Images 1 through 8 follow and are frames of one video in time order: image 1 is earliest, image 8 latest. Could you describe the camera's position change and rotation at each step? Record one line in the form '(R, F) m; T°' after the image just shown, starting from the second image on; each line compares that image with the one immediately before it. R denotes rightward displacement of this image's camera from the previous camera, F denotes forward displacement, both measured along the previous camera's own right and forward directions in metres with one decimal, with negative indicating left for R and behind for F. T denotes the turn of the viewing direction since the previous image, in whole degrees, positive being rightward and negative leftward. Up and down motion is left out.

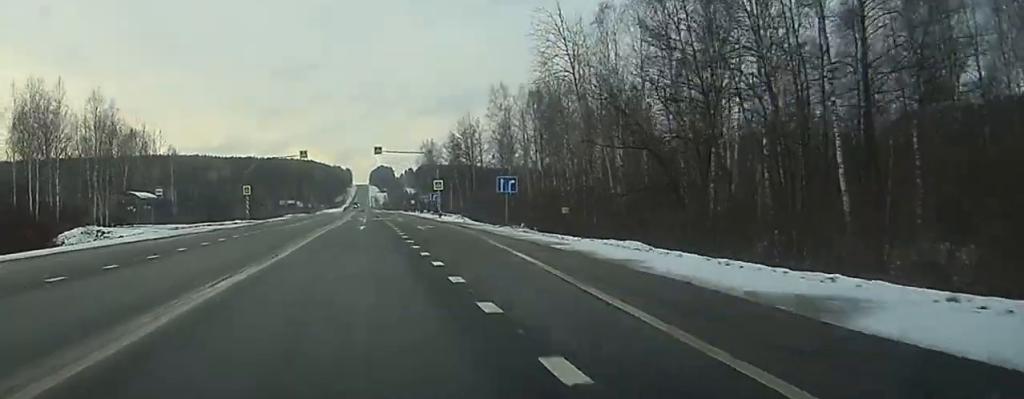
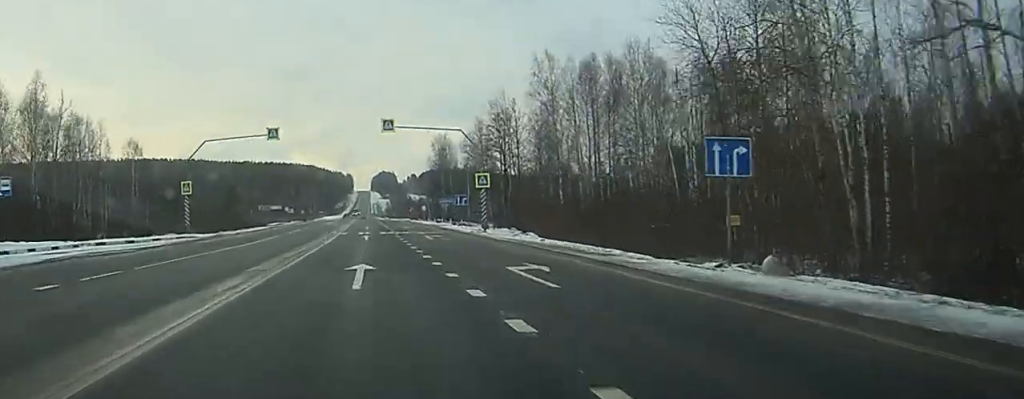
(0.0, +30.5) m; 0°
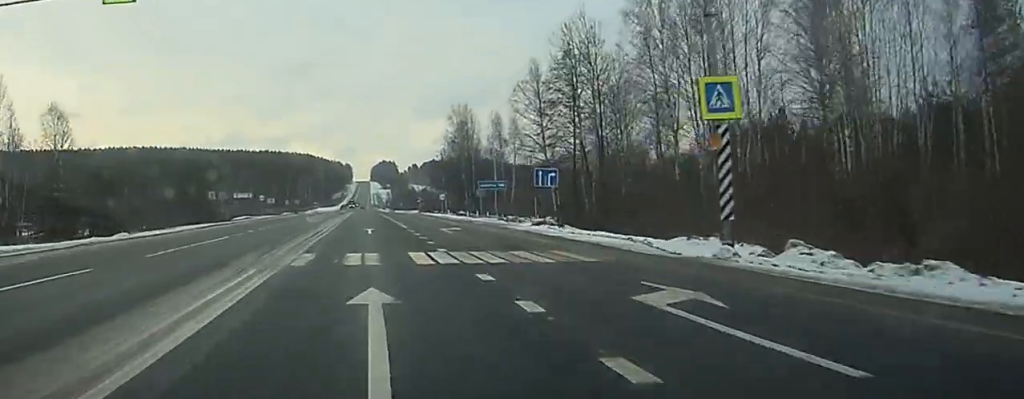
(0.0, +45.5) m; 0°
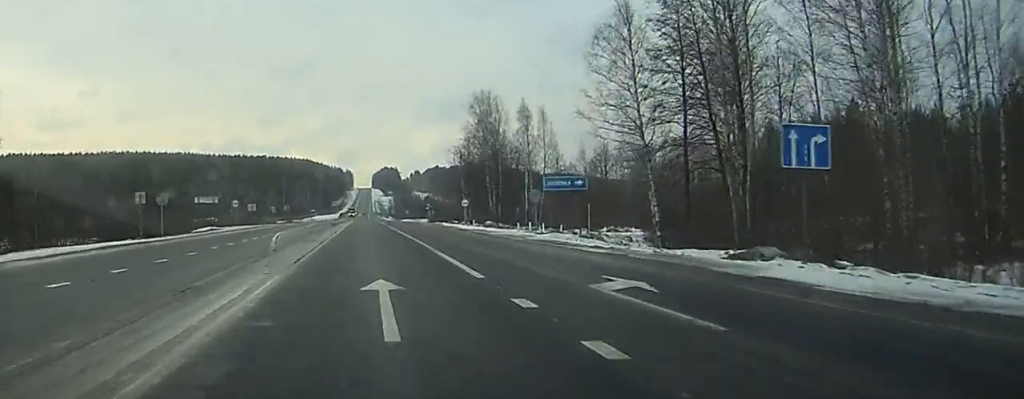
(0.0, +32.8) m; 0°
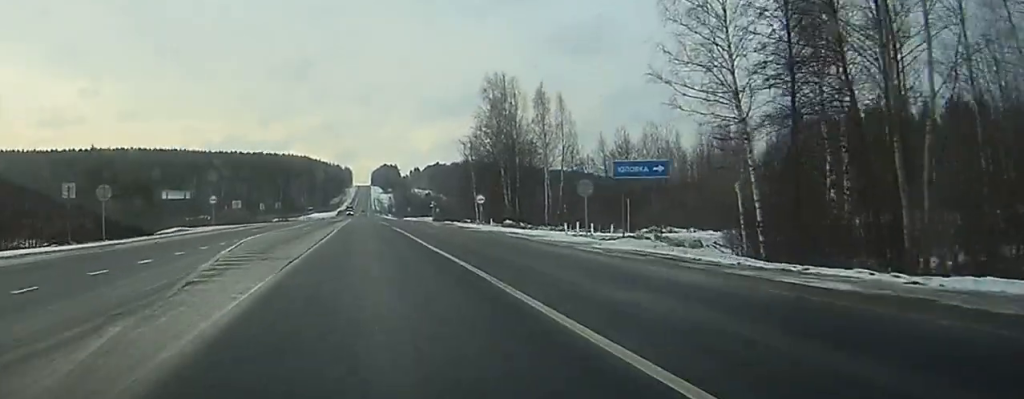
(0.0, +15.4) m; 0°
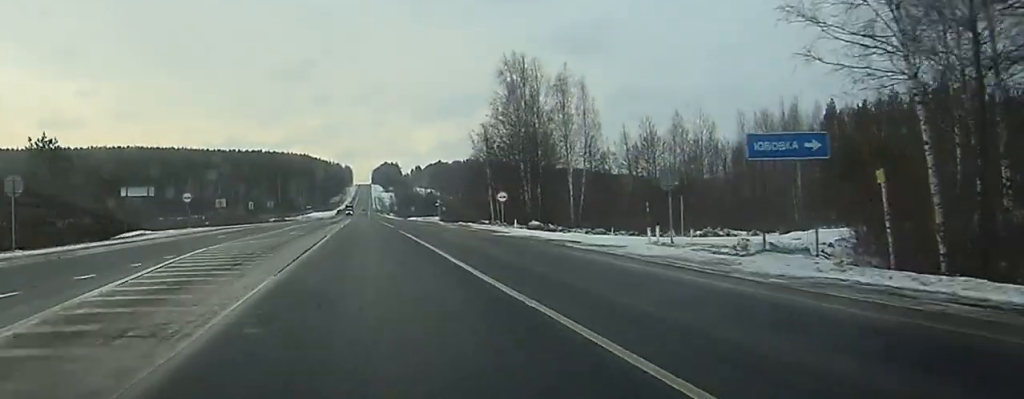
(+0.1, +14.6) m; 0°
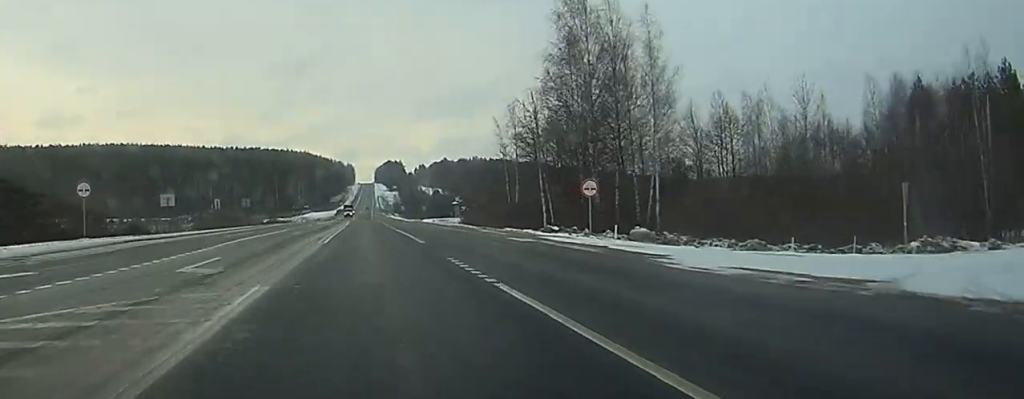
(0.0, +29.1) m; 0°
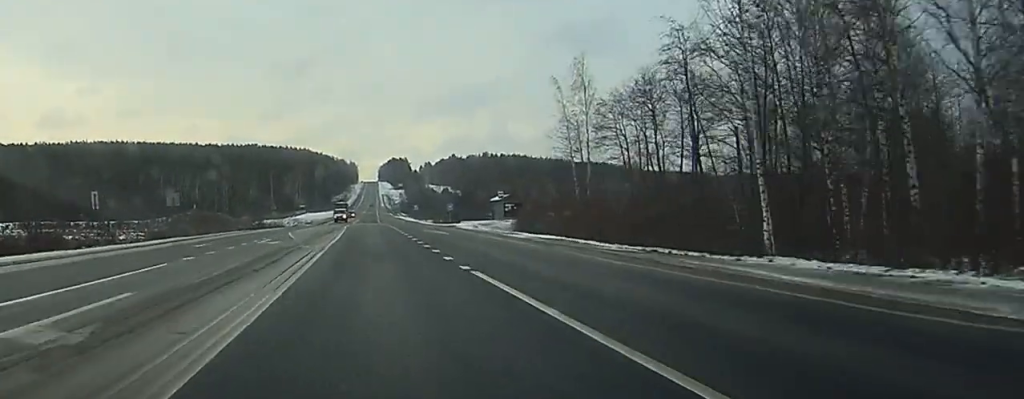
(-0.1, +40.2) m; 0°
